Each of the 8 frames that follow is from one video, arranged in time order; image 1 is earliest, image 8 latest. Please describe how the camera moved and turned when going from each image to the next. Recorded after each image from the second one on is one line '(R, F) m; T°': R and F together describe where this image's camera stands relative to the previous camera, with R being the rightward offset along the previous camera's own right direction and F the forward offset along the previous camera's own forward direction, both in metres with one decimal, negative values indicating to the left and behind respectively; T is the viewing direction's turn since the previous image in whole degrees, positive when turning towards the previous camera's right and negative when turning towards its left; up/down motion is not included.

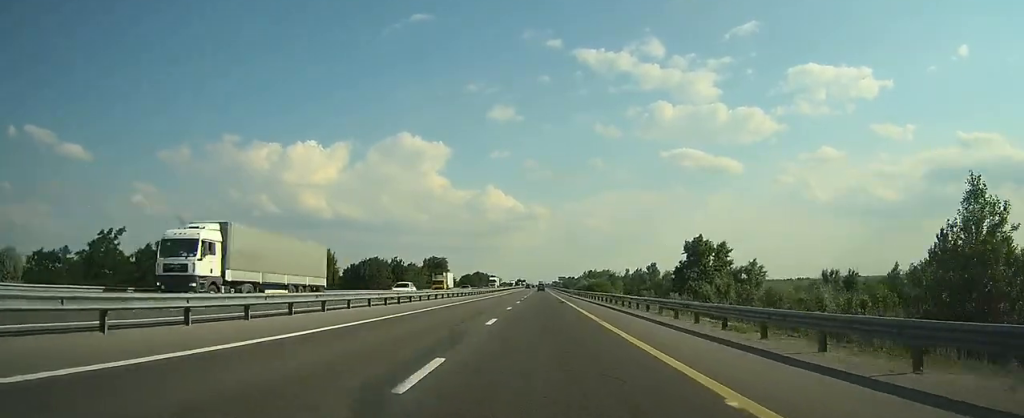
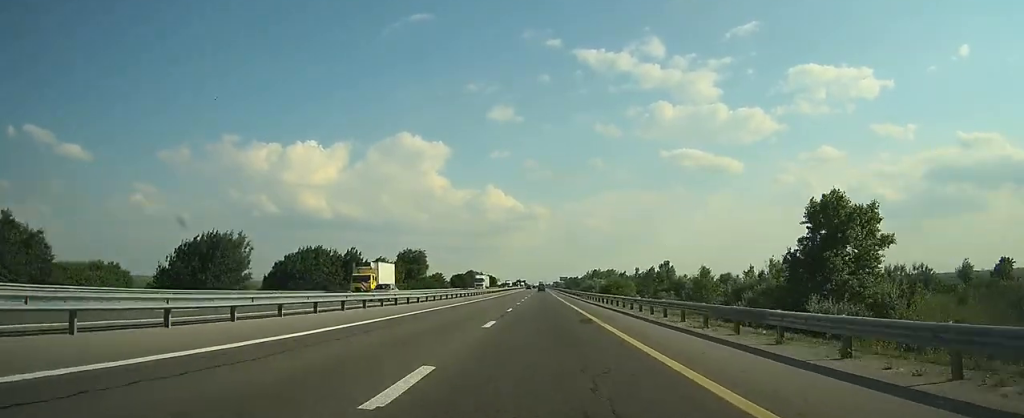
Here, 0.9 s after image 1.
(0.0, +24.9) m; 0°
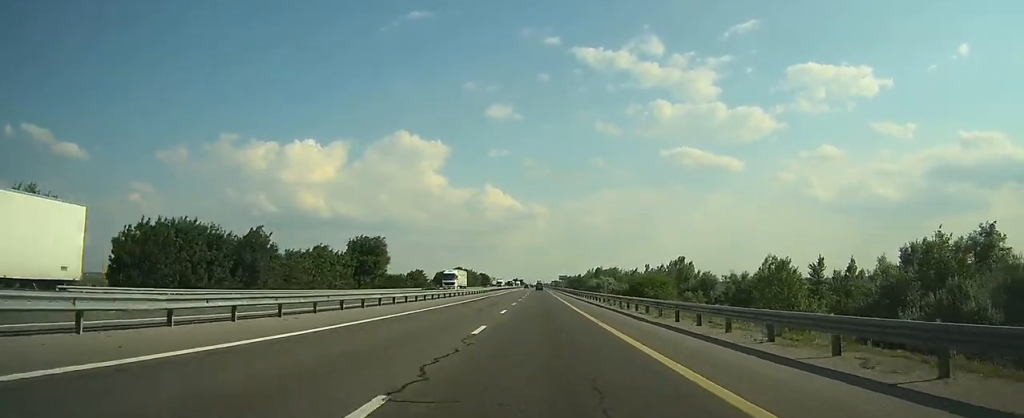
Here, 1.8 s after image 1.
(0.0, +26.9) m; 0°
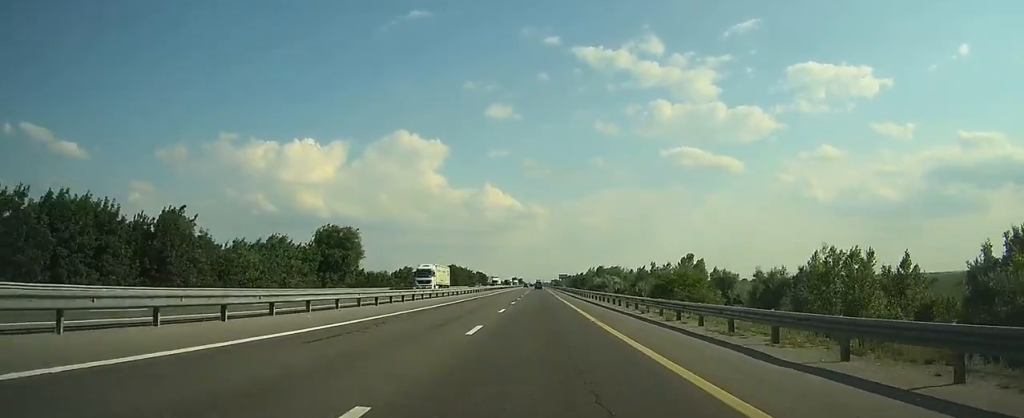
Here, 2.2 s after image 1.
(0.0, +12.5) m; 0°
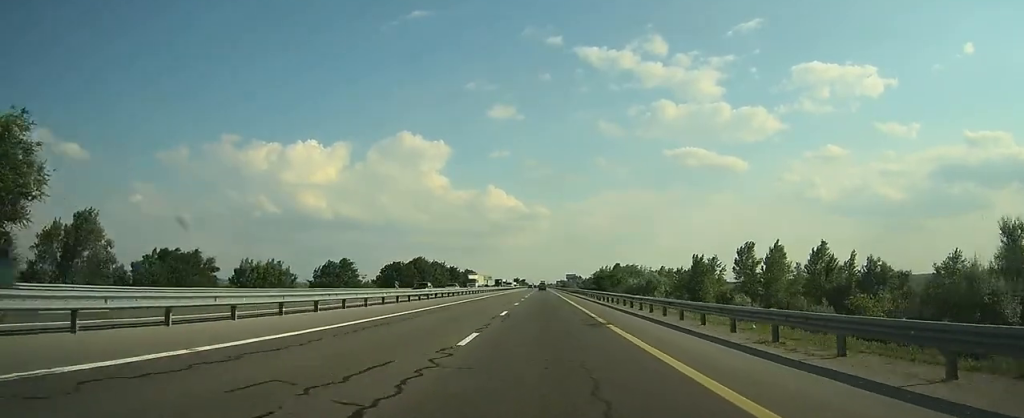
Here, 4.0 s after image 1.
(0.0, +50.9) m; 0°
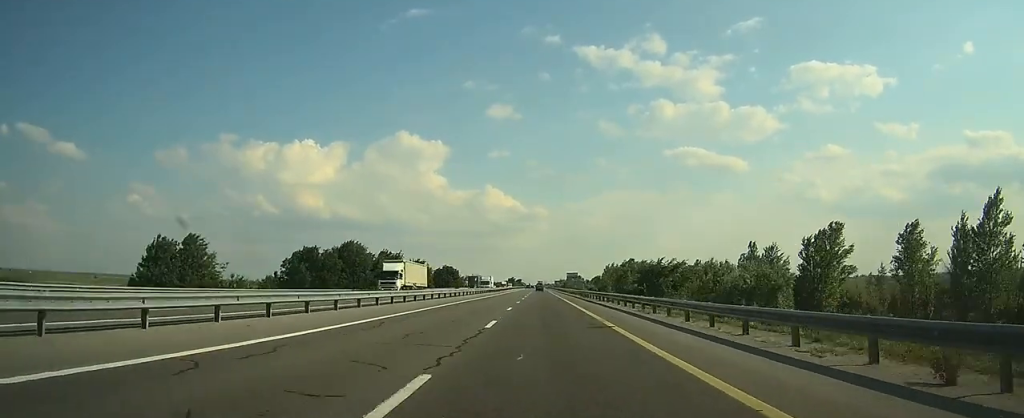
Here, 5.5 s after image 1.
(-0.1, +43.1) m; 0°
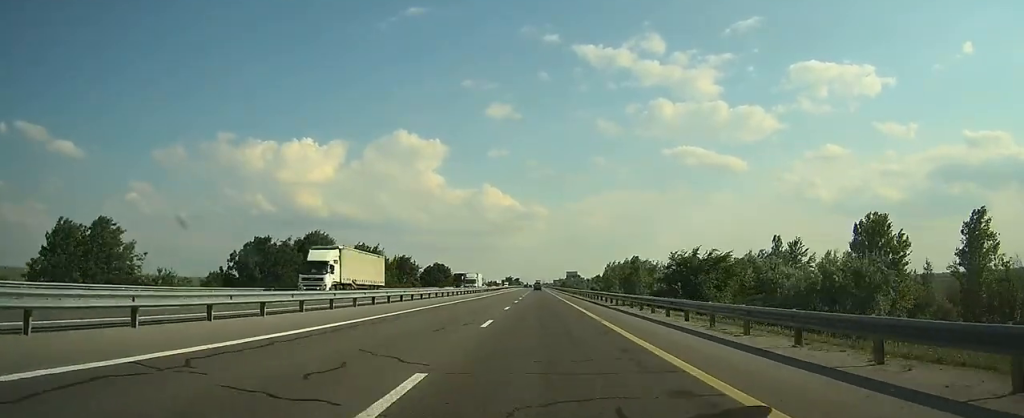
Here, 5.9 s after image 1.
(0.0, +12.3) m; 0°
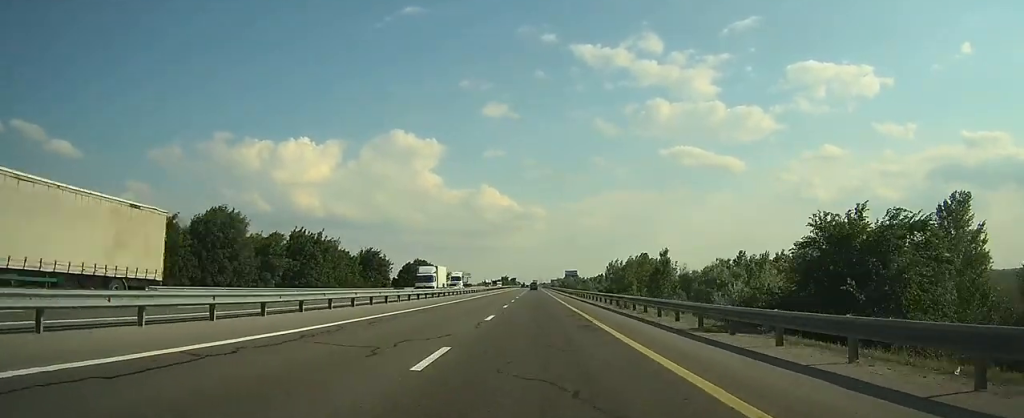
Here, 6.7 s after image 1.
(0.0, +20.9) m; 0°
